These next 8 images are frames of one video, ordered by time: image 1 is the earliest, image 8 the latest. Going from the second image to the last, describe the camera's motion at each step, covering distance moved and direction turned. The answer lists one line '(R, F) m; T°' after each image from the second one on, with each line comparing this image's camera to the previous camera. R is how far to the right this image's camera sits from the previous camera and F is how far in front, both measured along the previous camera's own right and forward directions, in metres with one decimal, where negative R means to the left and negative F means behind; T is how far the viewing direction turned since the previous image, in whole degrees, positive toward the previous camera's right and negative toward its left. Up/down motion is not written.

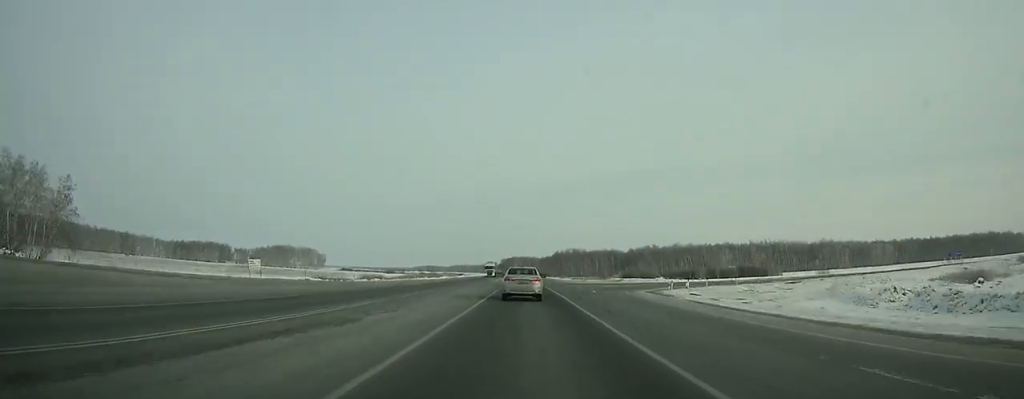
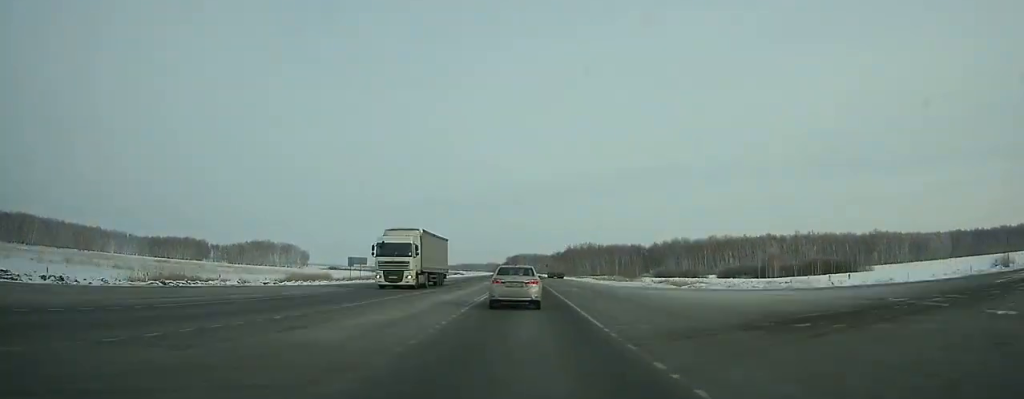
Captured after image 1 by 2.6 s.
(-0.1, +54.3) m; 0°
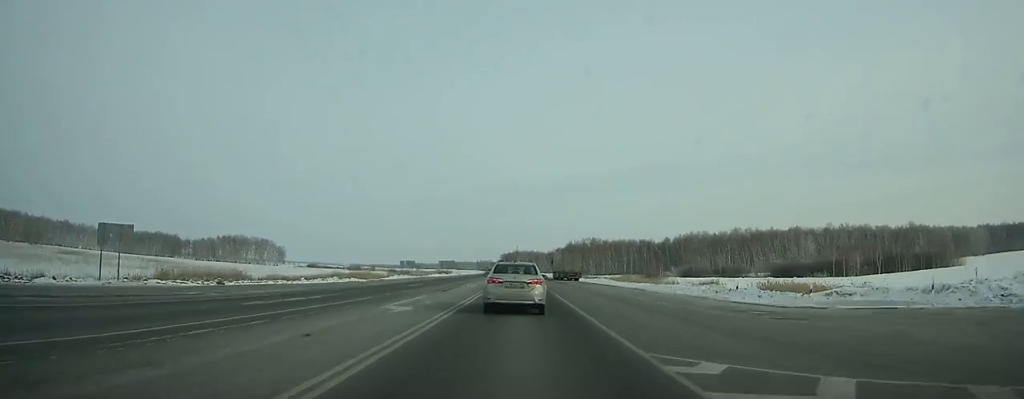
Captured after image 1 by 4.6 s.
(0.0, +40.1) m; 0°
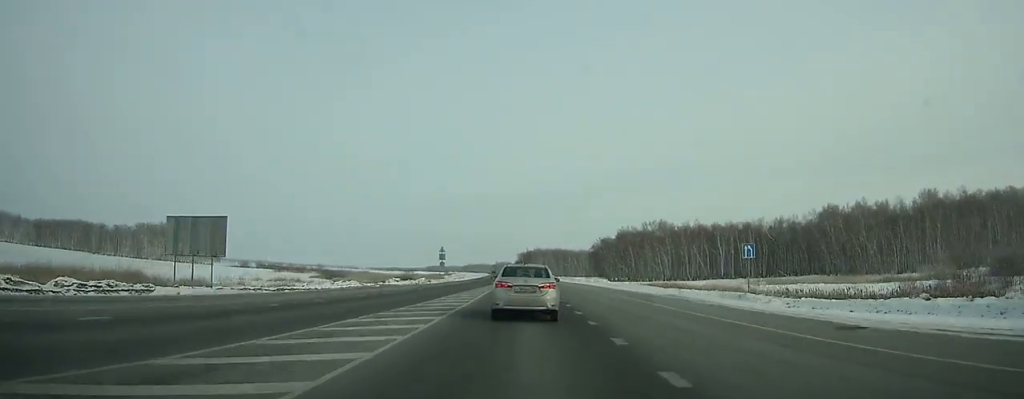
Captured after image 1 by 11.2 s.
(-2.0, +122.1) m; -1°
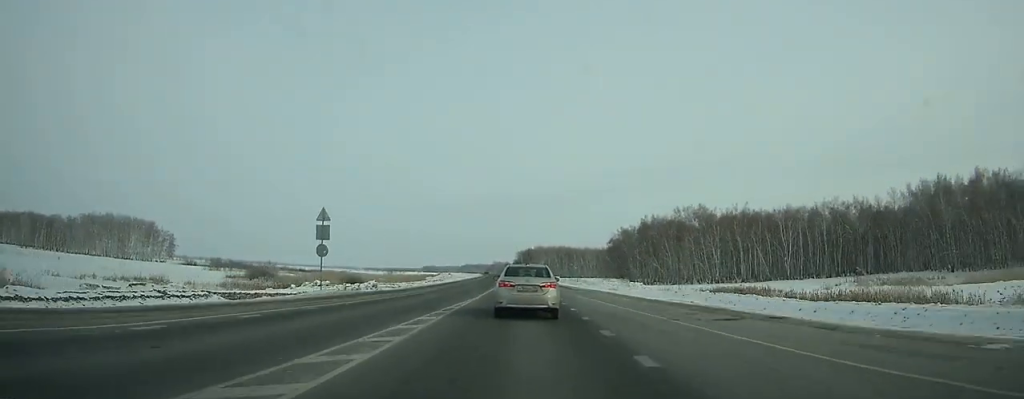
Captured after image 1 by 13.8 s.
(-0.1, +46.6) m; -1°
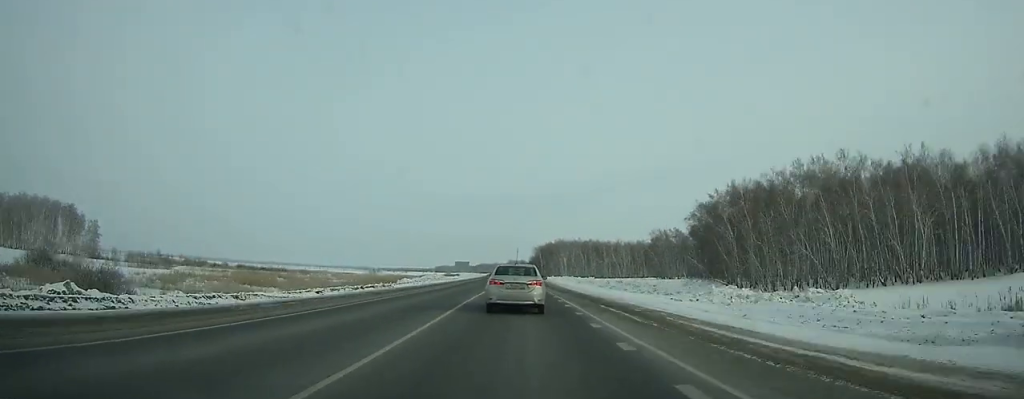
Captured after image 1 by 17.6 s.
(-0.8, +68.6) m; -1°
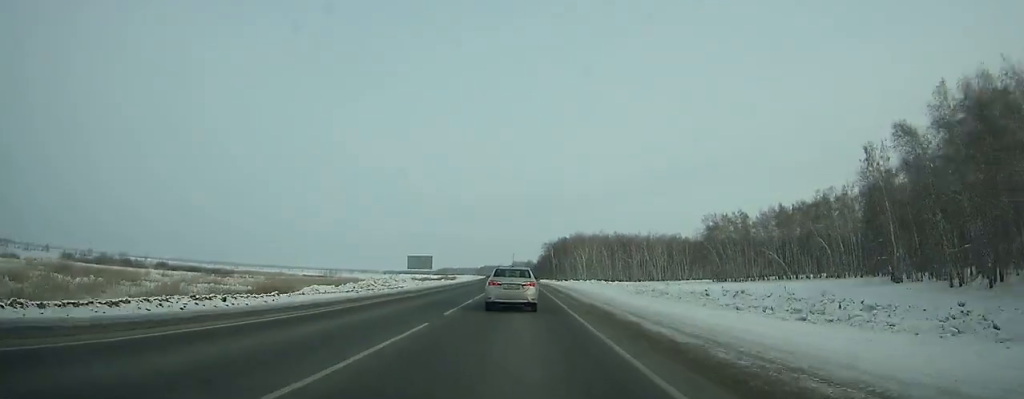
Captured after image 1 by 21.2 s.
(-0.5, +66.4) m; -1°
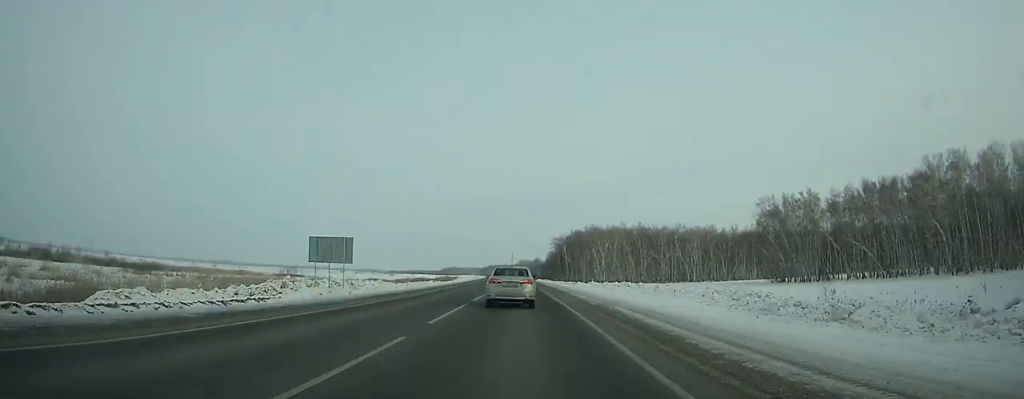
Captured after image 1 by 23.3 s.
(-0.2, +39.7) m; -1°
